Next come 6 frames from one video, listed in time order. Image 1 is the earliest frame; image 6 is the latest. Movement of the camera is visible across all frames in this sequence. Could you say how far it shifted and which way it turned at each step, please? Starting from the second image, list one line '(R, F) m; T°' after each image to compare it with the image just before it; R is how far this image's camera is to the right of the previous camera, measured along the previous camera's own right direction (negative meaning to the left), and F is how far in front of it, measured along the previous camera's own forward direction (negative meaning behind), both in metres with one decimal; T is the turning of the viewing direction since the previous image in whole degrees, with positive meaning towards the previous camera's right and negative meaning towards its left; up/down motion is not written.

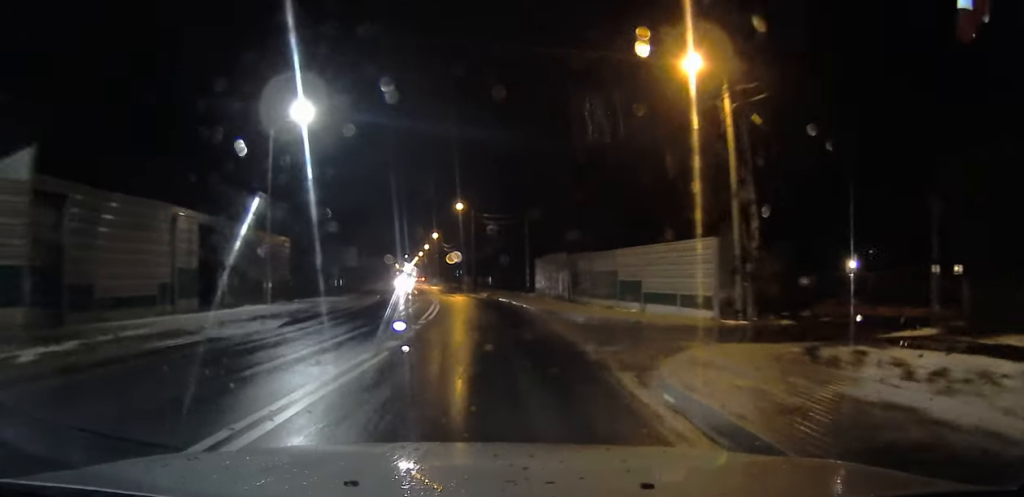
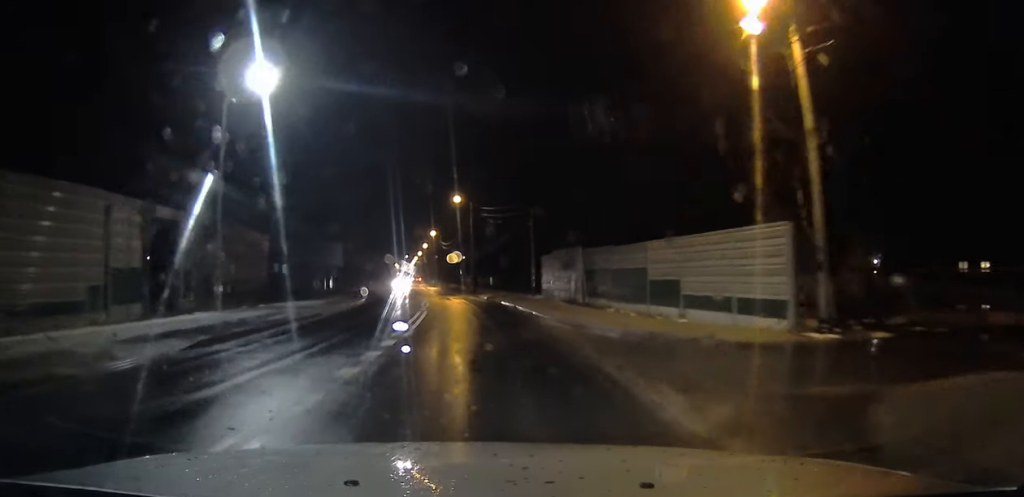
(+0.2, +5.6) m; +1°
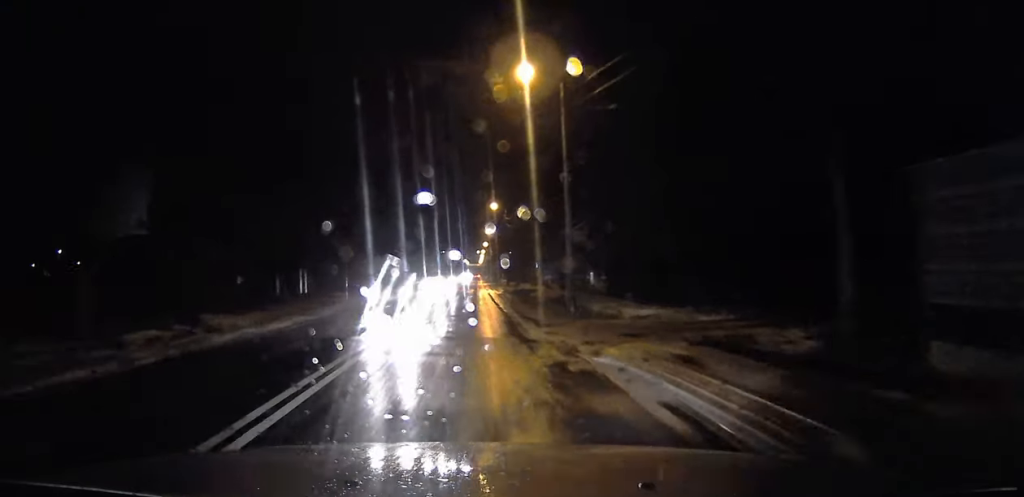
(-0.9, +34.0) m; -3°
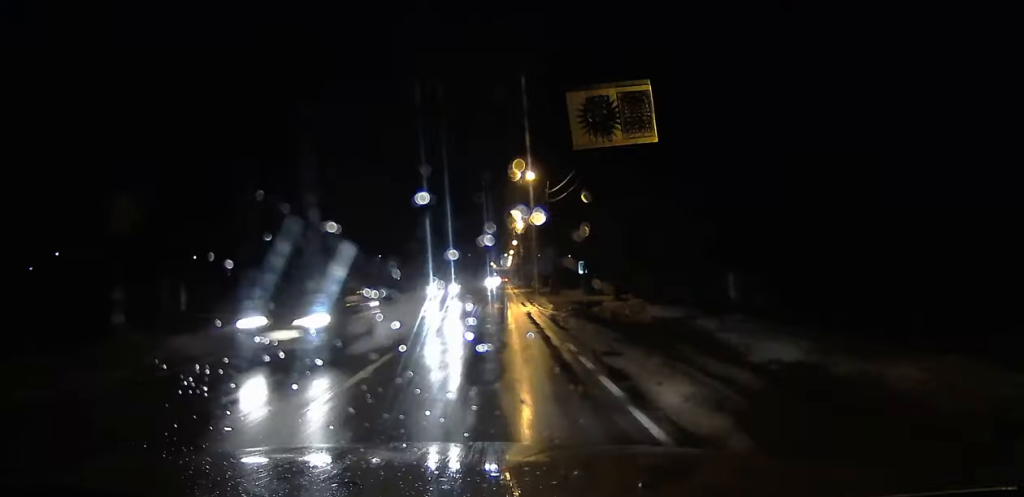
(0.0, +21.6) m; 0°
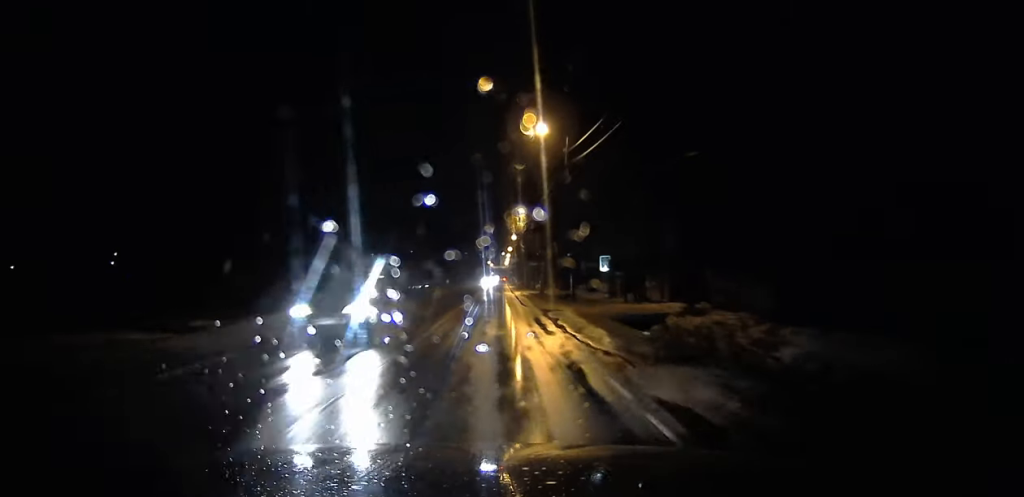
(+0.1, +13.9) m; -2°
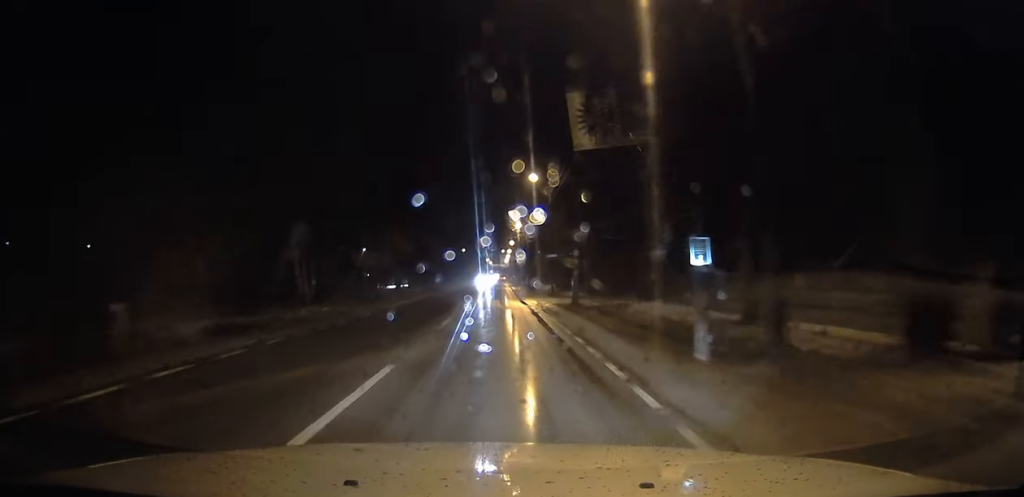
(-1.2, +22.3) m; -3°
